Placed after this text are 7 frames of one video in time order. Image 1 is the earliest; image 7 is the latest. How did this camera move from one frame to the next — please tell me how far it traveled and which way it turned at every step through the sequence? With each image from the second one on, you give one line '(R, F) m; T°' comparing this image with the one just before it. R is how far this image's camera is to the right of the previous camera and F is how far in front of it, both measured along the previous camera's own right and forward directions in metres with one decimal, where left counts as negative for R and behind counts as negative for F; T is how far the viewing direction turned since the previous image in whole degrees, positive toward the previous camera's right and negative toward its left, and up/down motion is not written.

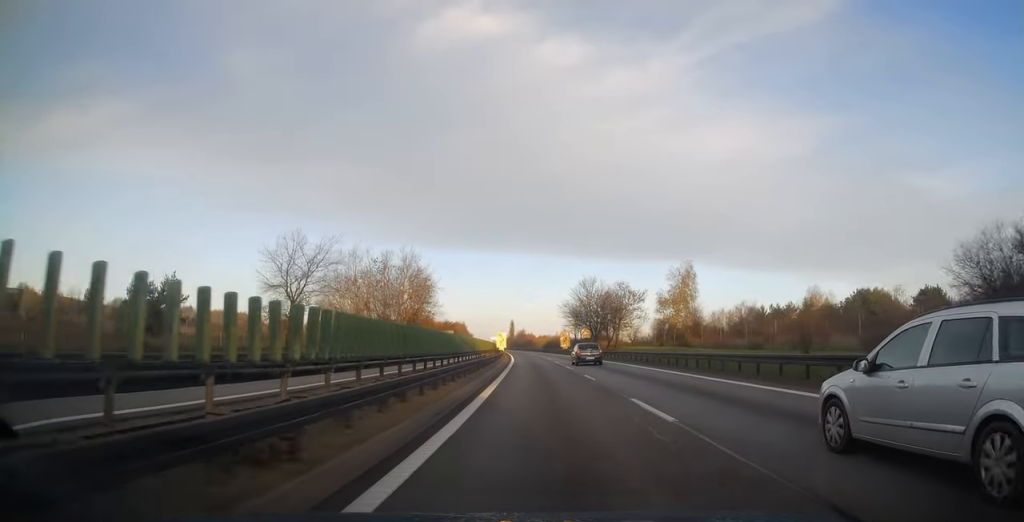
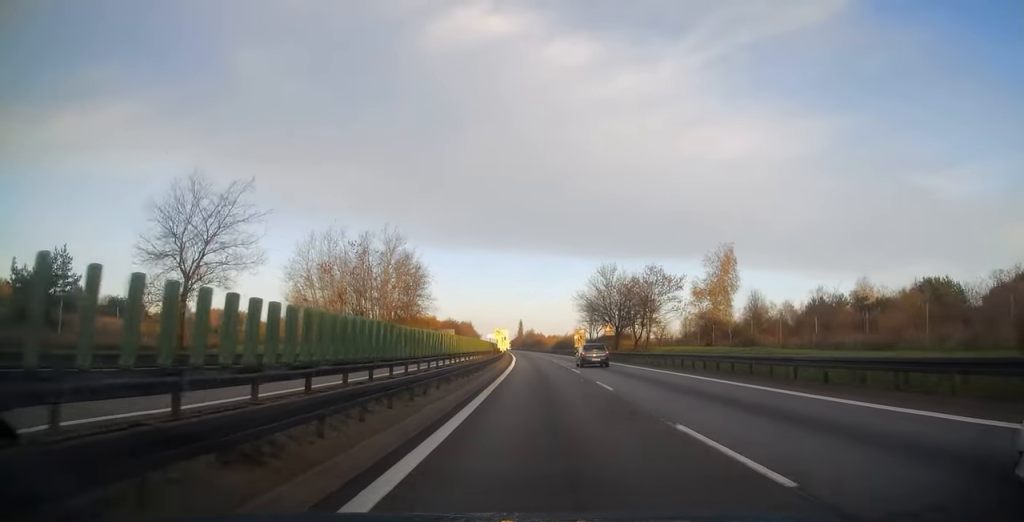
(0.0, +17.3) m; -1°
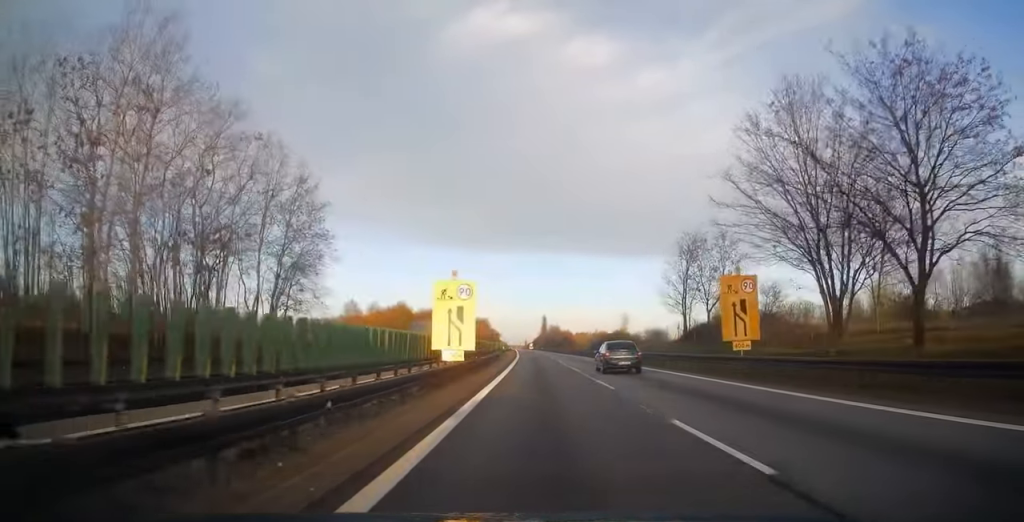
(-1.6, +61.1) m; -2°
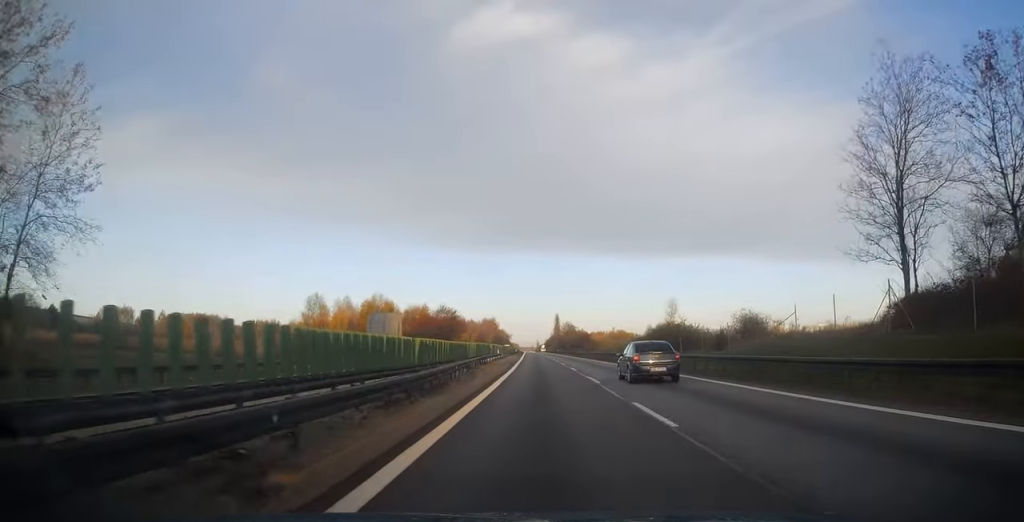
(-0.3, +33.1) m; -1°
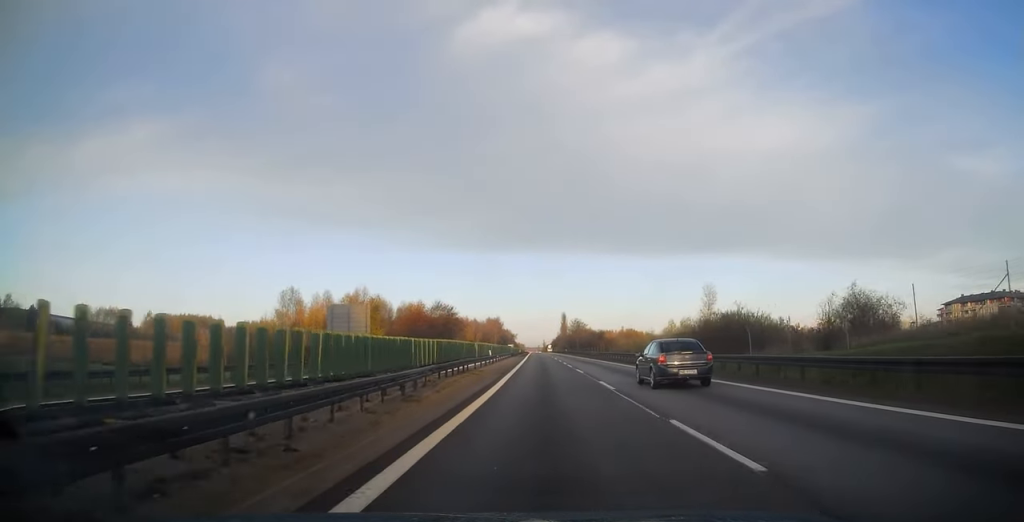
(-0.1, +15.9) m; 0°
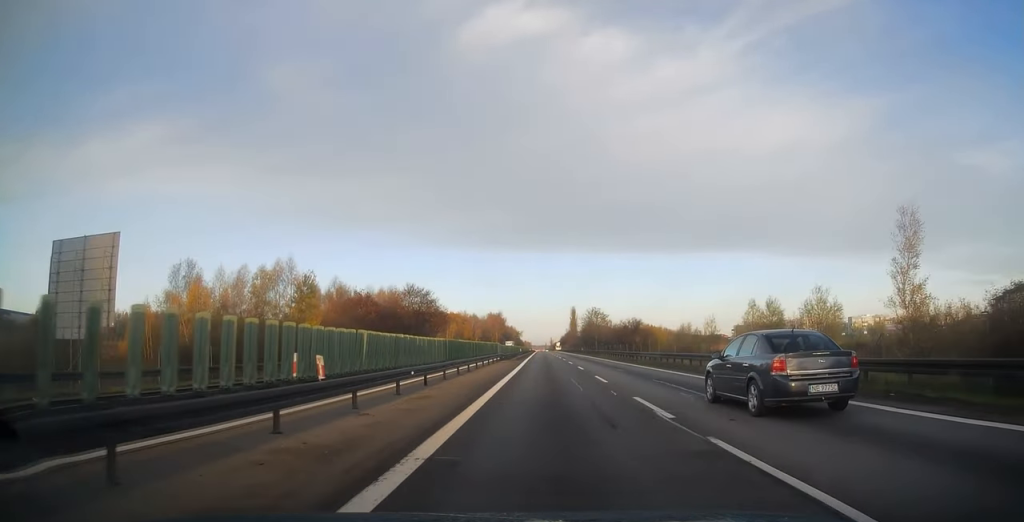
(-0.3, +37.2) m; 0°
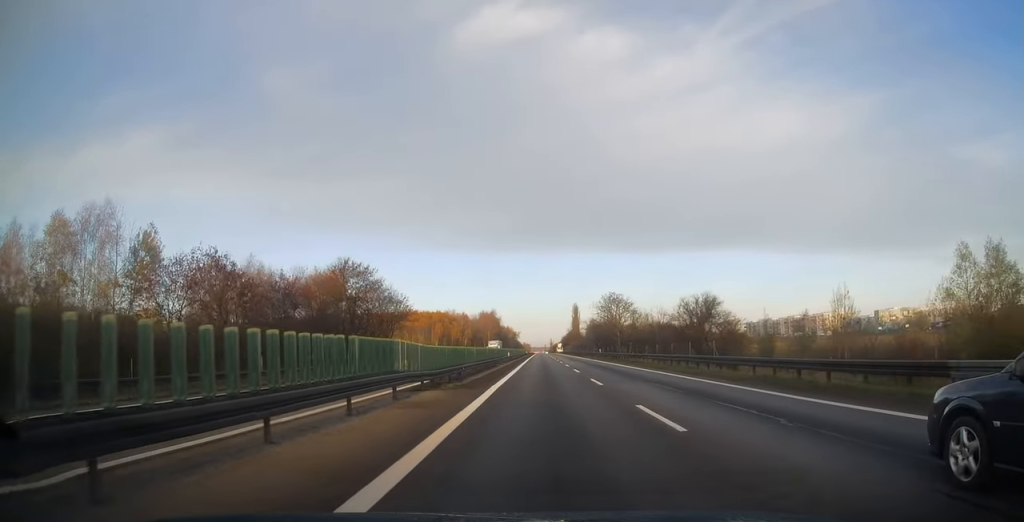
(+0.2, +36.4) m; 0°
